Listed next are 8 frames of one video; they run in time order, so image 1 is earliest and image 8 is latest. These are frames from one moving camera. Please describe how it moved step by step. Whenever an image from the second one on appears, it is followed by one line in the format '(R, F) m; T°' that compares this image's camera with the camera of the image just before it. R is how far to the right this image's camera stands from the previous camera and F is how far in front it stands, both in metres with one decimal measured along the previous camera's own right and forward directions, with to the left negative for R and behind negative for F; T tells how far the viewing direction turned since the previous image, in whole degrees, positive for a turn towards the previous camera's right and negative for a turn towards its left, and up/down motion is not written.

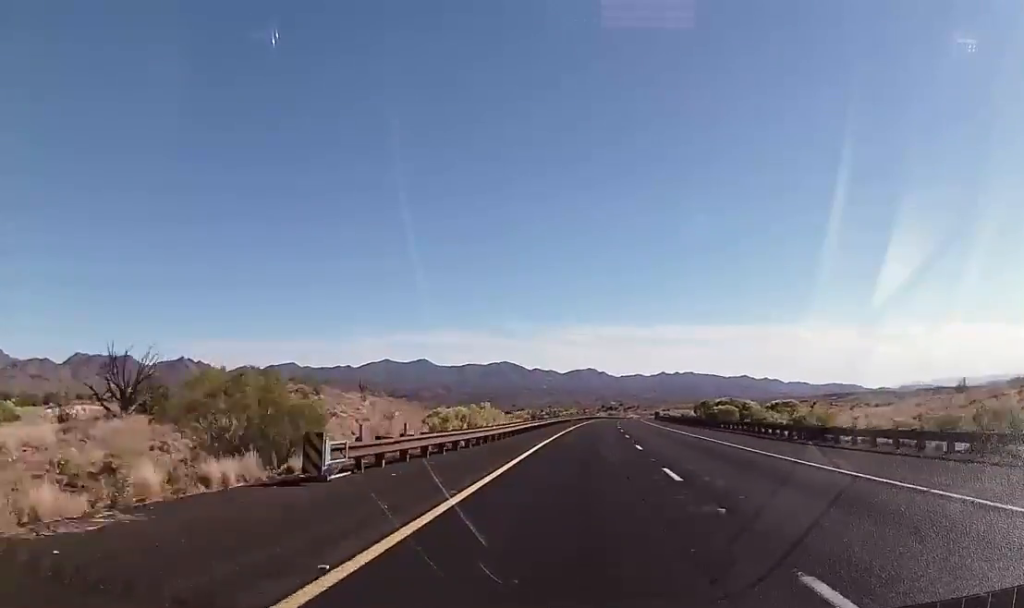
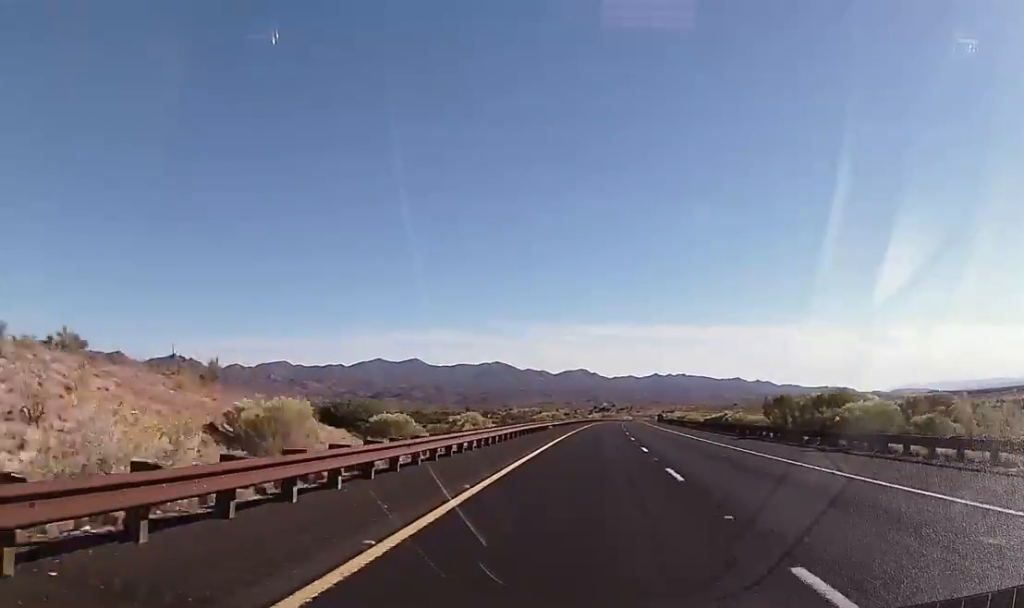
(+0.2, +35.3) m; +1°
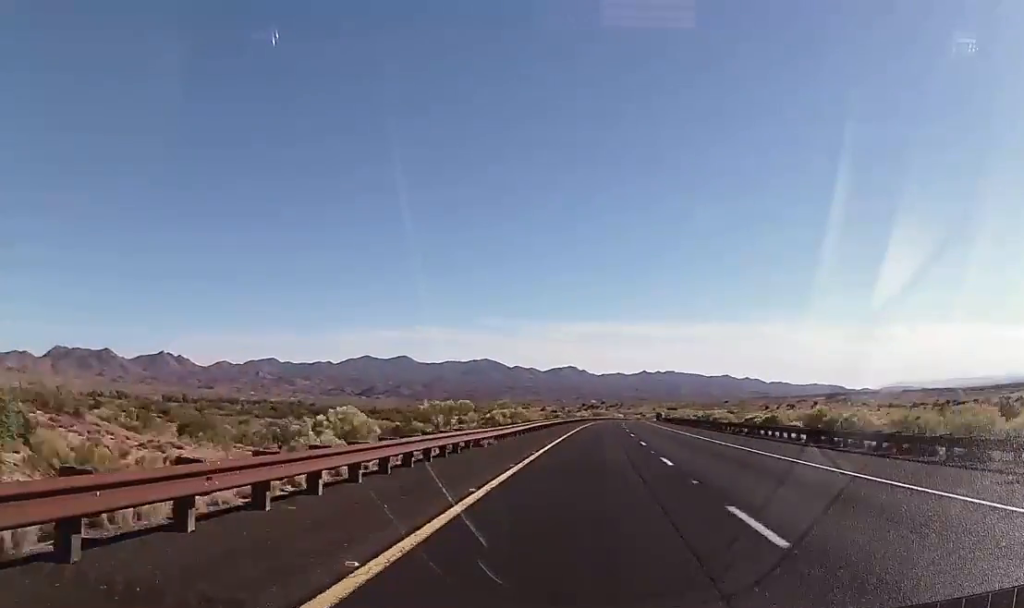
(+0.2, +31.6) m; +1°
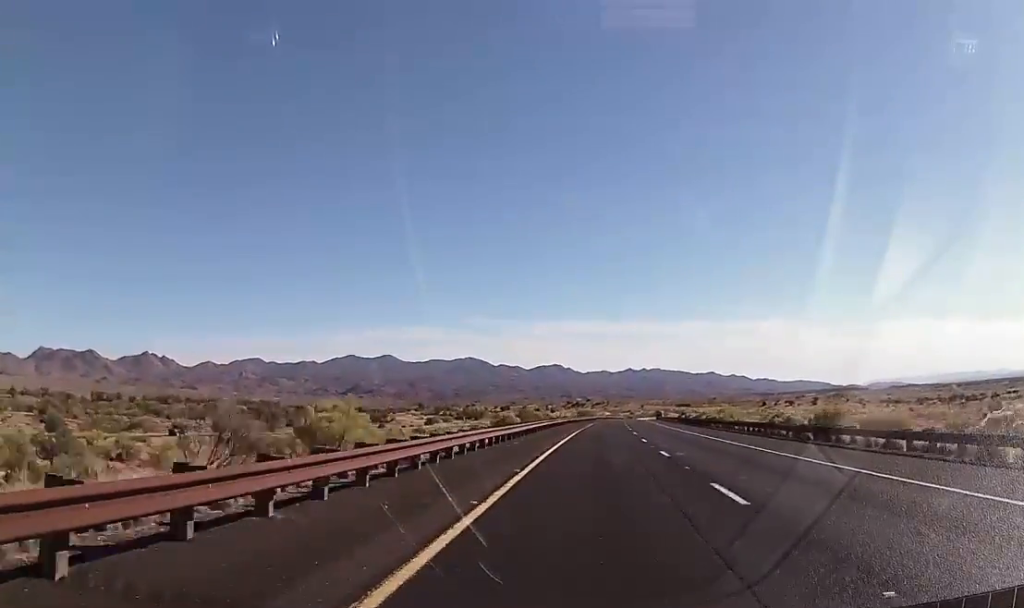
(+0.5, +44.4) m; +2°
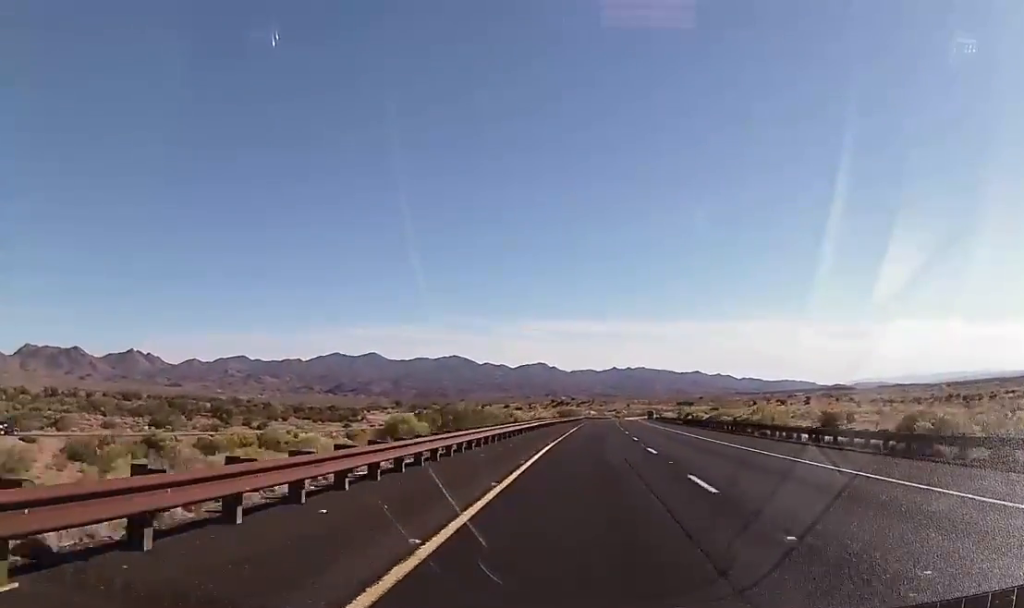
(+0.1, +21.6) m; +1°
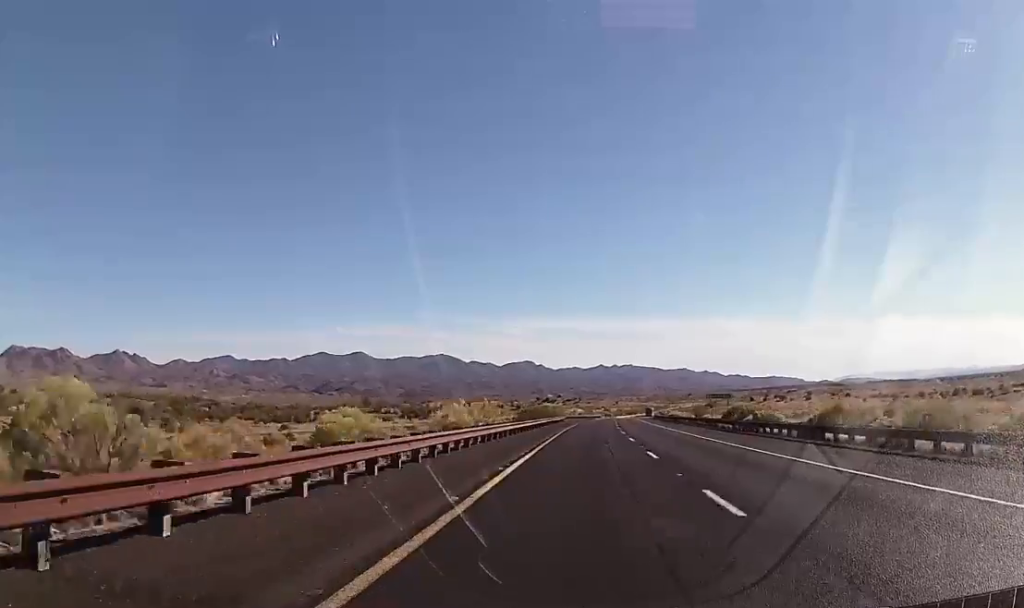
(+0.6, +39.2) m; +1°
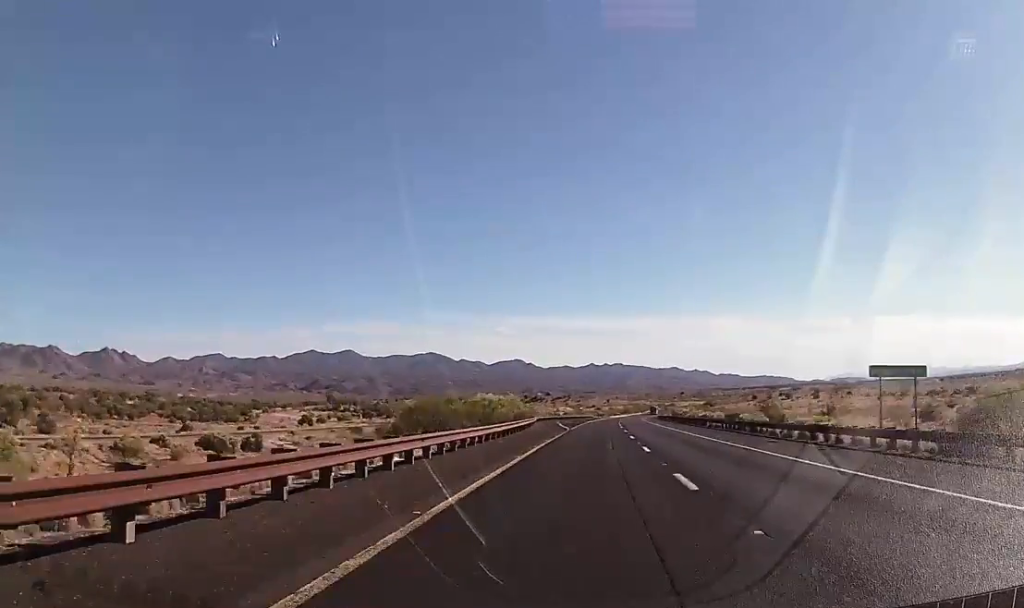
(+0.3, +44.3) m; +1°
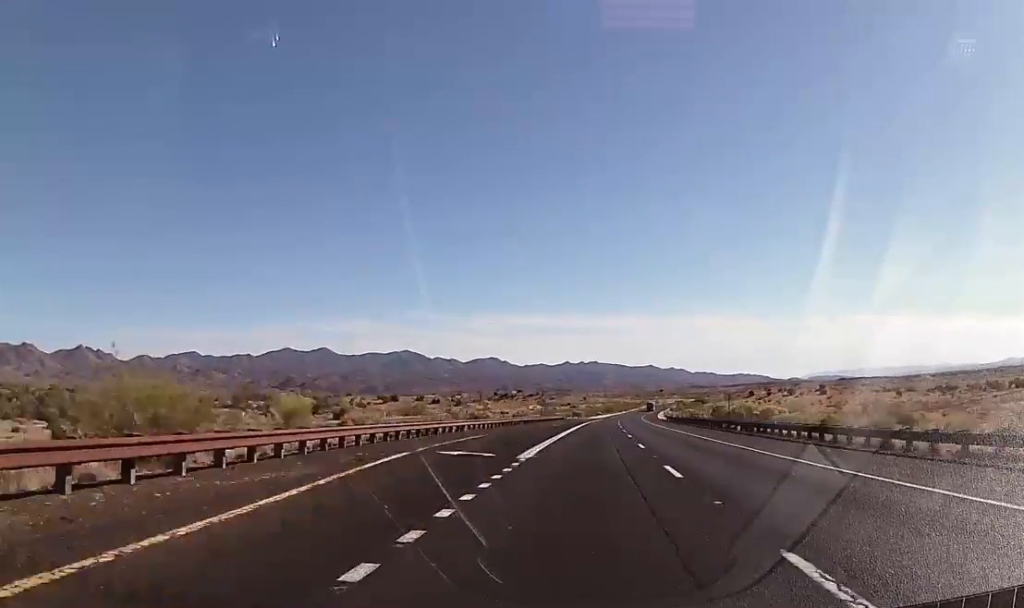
(+0.8, +68.2) m; +1°
